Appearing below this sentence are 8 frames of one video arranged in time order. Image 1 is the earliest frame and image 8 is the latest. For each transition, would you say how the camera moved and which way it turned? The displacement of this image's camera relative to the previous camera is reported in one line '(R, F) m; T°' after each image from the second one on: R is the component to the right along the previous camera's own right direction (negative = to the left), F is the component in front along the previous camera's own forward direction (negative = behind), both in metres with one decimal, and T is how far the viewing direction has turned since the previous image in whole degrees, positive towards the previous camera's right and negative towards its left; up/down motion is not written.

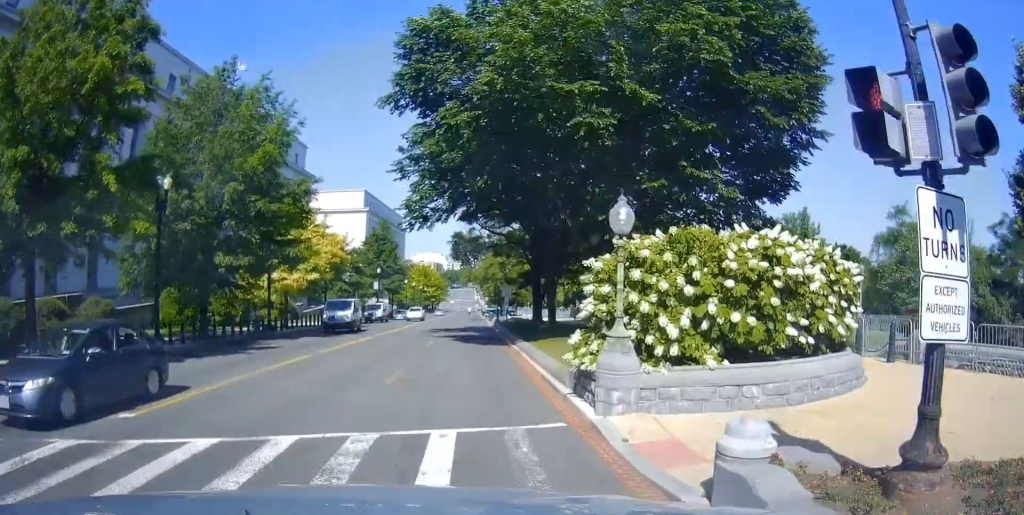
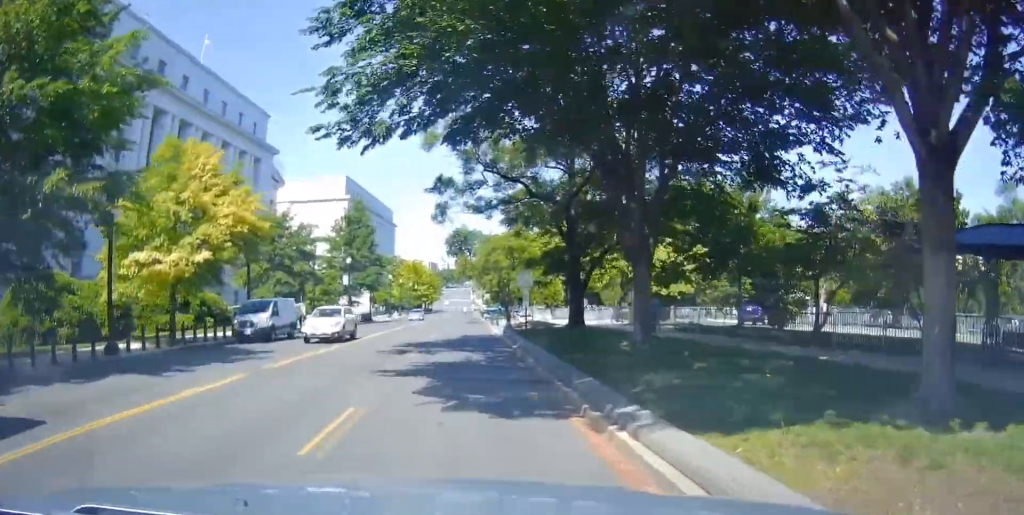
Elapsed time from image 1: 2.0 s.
(+1.0, +17.7) m; +3°
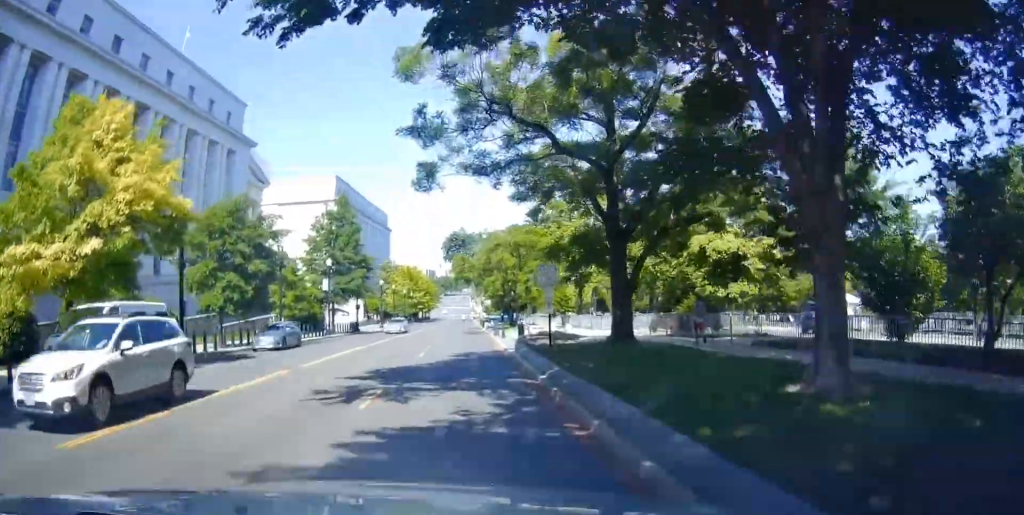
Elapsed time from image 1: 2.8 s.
(0.0, +8.2) m; 0°
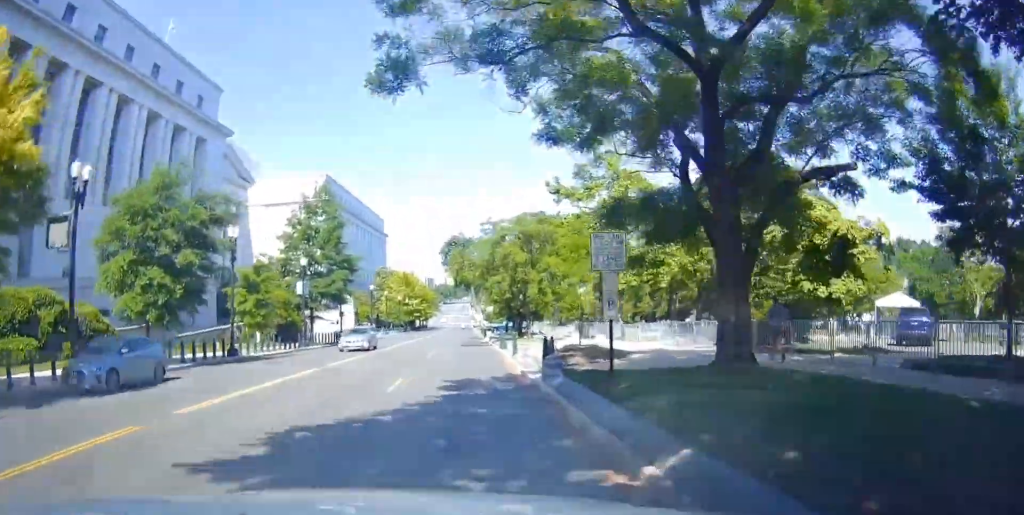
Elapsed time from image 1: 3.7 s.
(0.0, +8.3) m; 0°
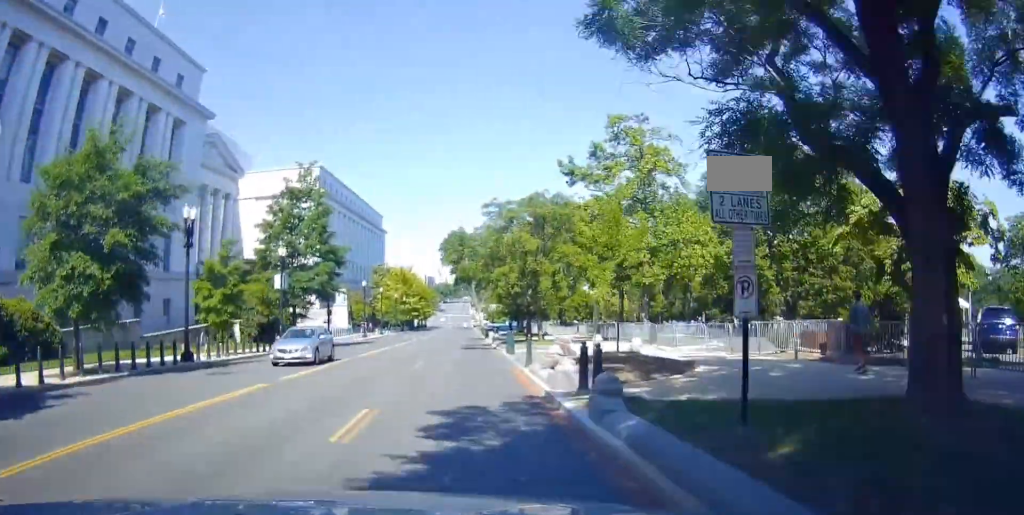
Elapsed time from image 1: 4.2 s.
(0.0, +5.6) m; 0°
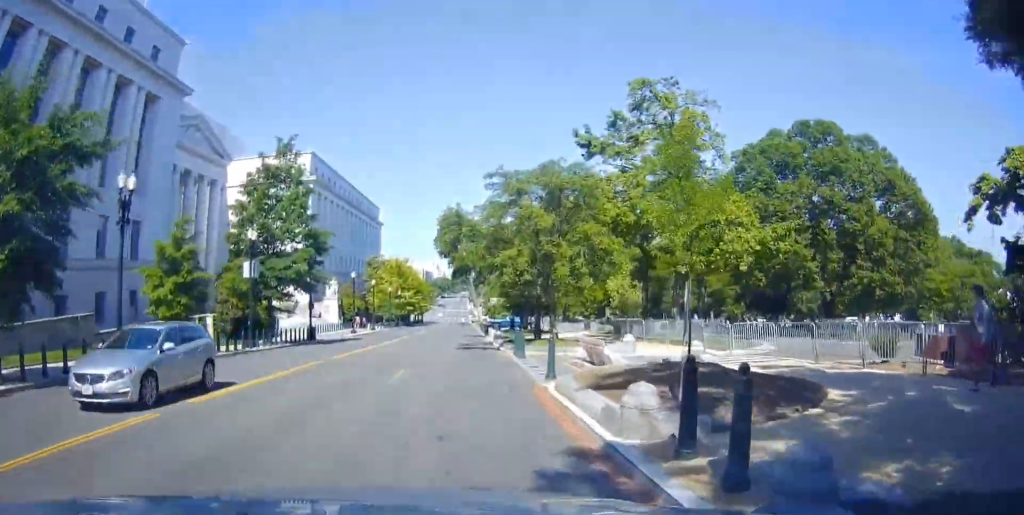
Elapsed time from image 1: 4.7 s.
(0.0, +5.7) m; 0°
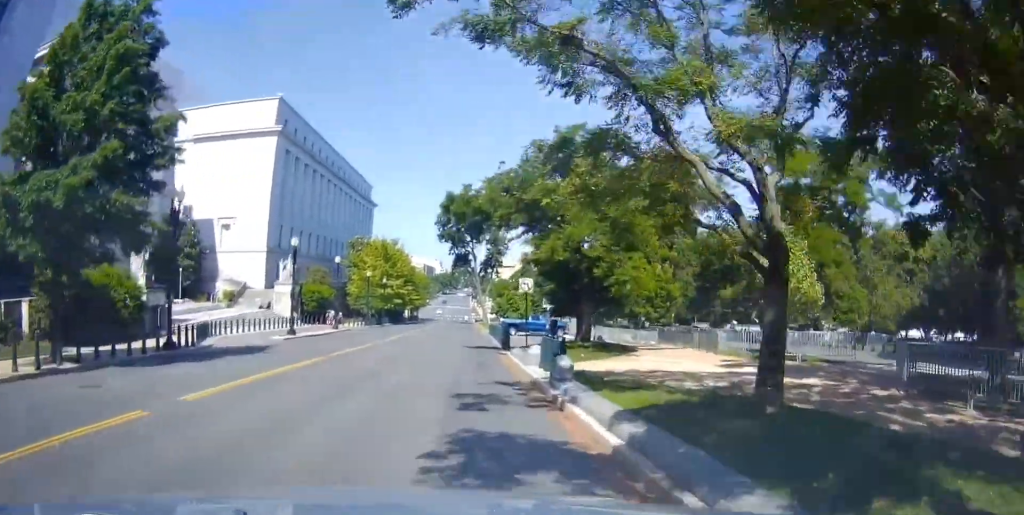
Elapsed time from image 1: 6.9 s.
(0.0, +25.0) m; 0°
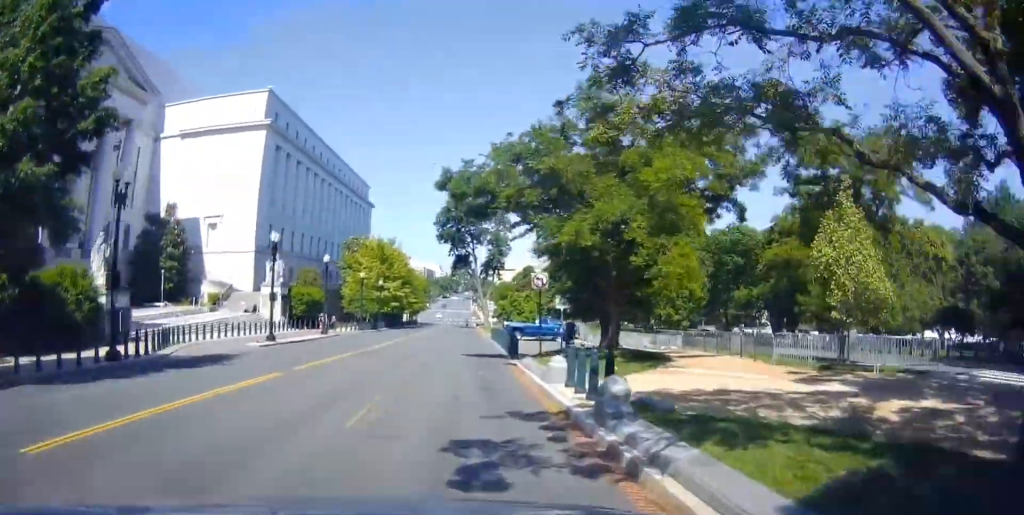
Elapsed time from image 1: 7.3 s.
(0.0, +4.8) m; 0°
